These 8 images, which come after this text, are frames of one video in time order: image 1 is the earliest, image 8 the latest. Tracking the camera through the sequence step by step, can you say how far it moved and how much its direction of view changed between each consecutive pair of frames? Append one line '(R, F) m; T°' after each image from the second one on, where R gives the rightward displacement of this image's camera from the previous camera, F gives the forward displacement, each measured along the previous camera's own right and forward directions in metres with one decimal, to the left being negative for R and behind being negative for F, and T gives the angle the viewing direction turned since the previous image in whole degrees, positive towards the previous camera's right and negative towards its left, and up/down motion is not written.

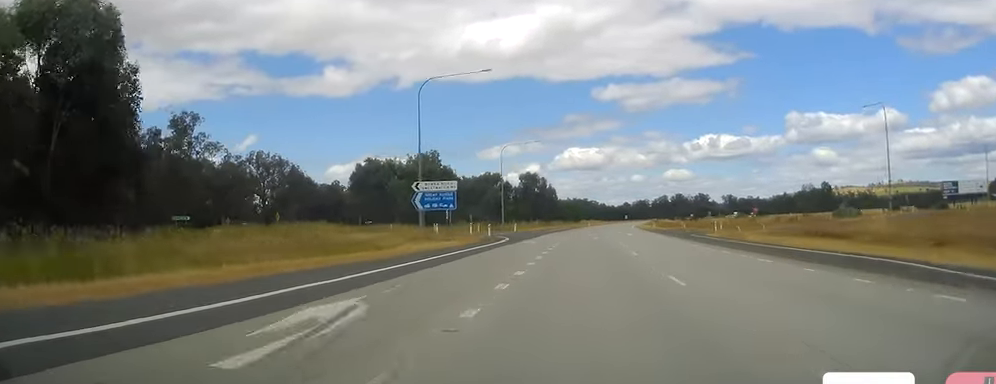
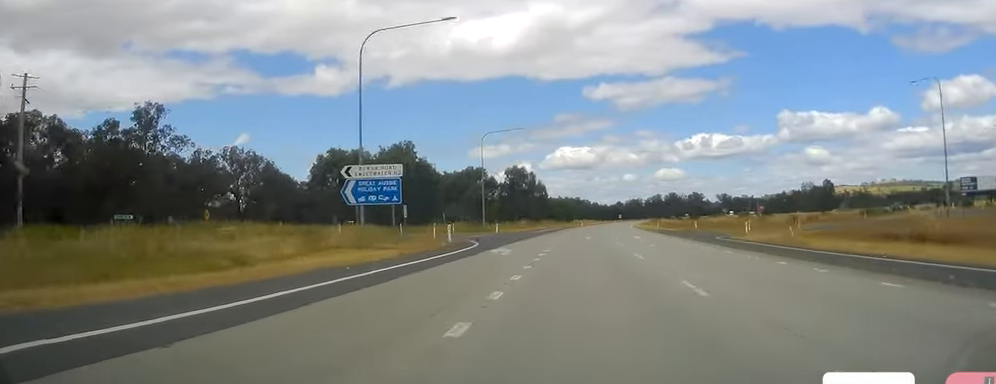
(+0.1, +13.4) m; 0°
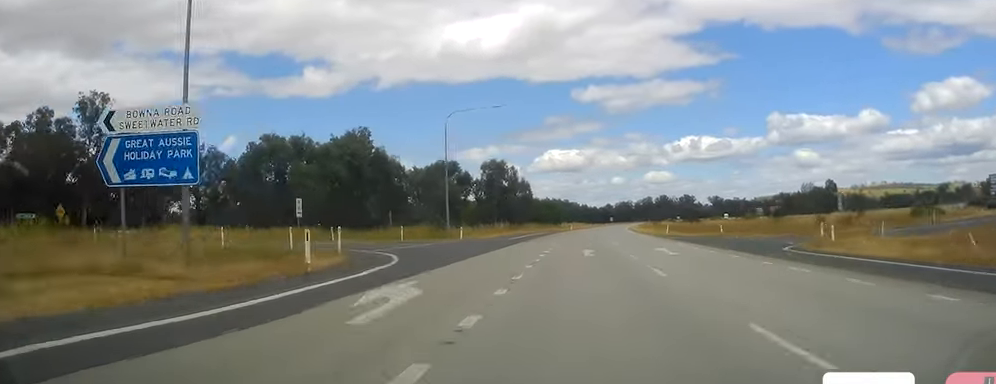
(-0.2, +18.2) m; +1°
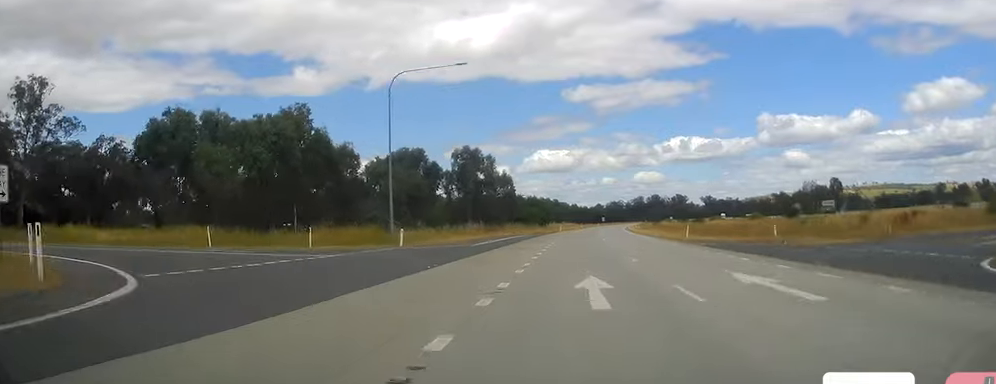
(0.0, +18.2) m; +1°
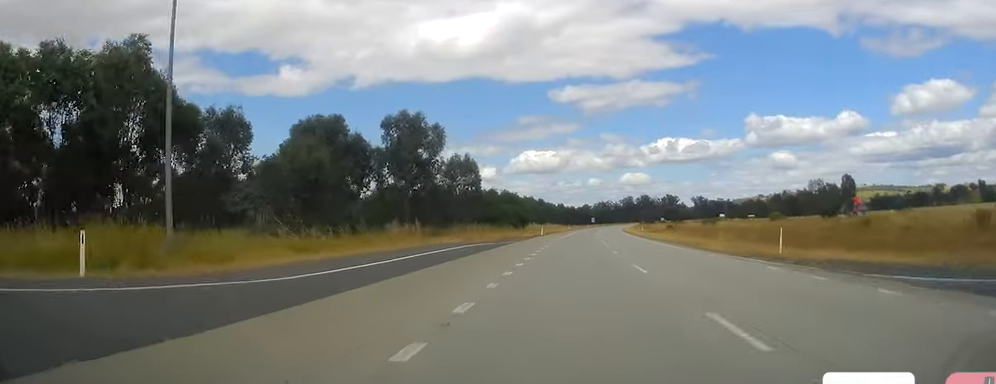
(+0.7, +27.8) m; +2°
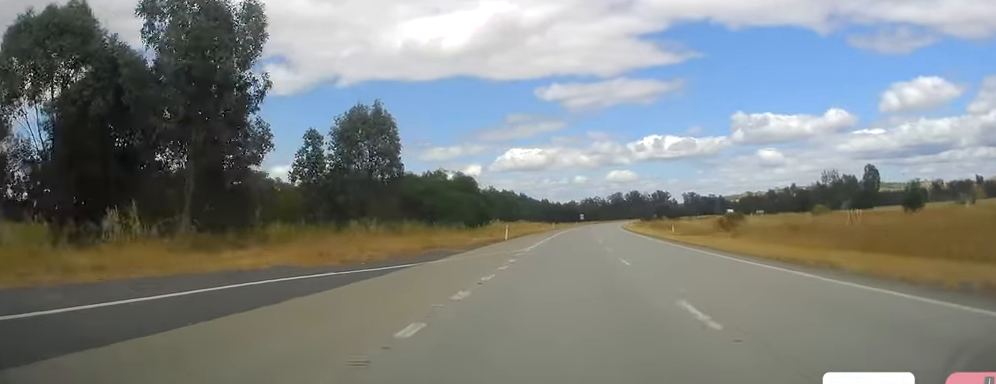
(+0.4, +34.5) m; +2°
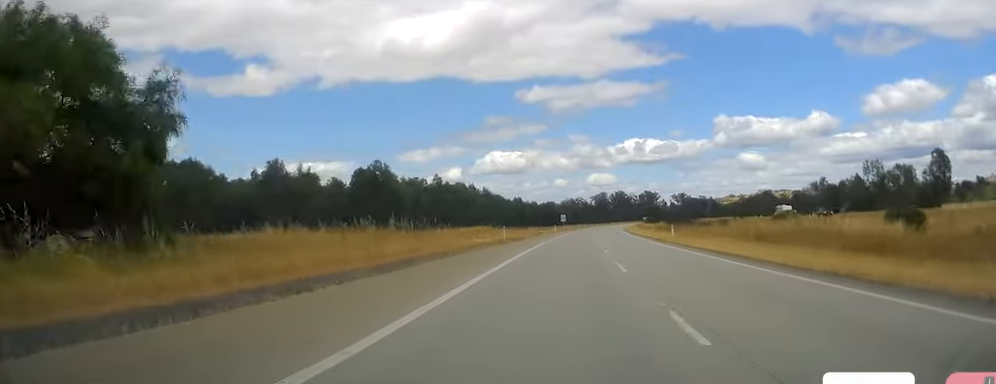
(+0.2, +60.6) m; 0°
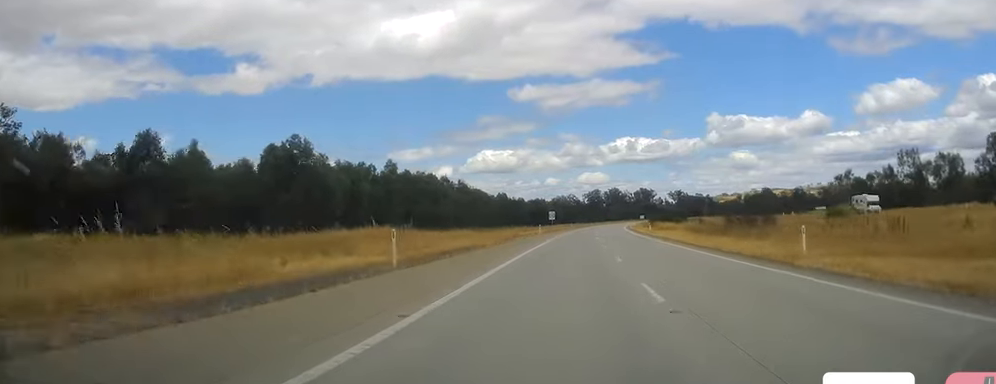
(+0.4, +31.7) m; +2°
